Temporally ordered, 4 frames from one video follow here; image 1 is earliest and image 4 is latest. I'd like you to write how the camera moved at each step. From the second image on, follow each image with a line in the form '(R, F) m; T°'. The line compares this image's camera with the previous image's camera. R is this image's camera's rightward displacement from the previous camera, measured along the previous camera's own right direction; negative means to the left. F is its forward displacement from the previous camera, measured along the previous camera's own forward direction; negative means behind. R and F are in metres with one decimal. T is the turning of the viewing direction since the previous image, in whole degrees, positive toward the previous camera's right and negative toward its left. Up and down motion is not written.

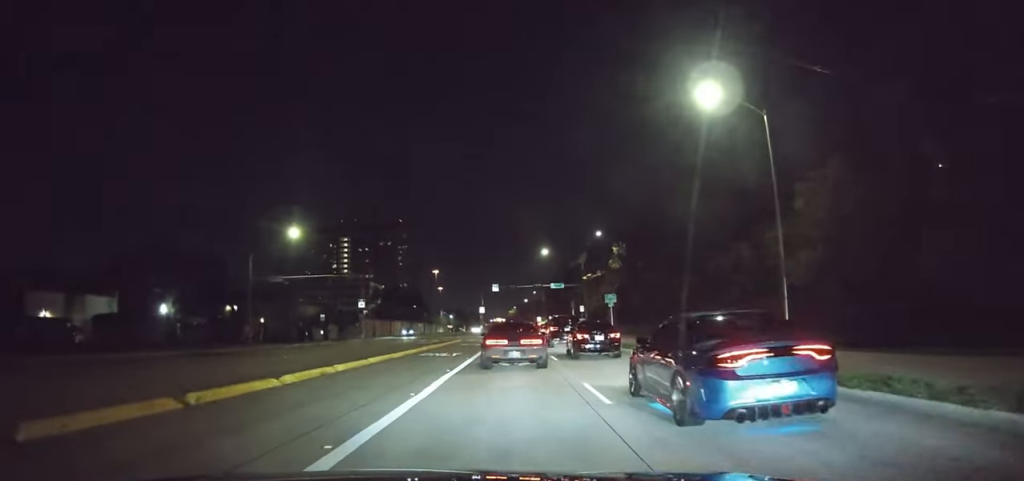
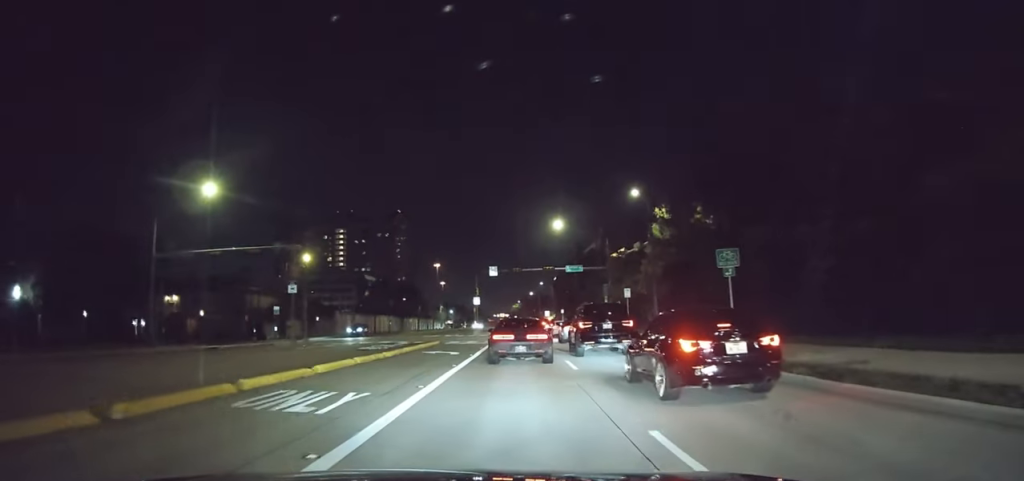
(-0.1, +16.9) m; 0°
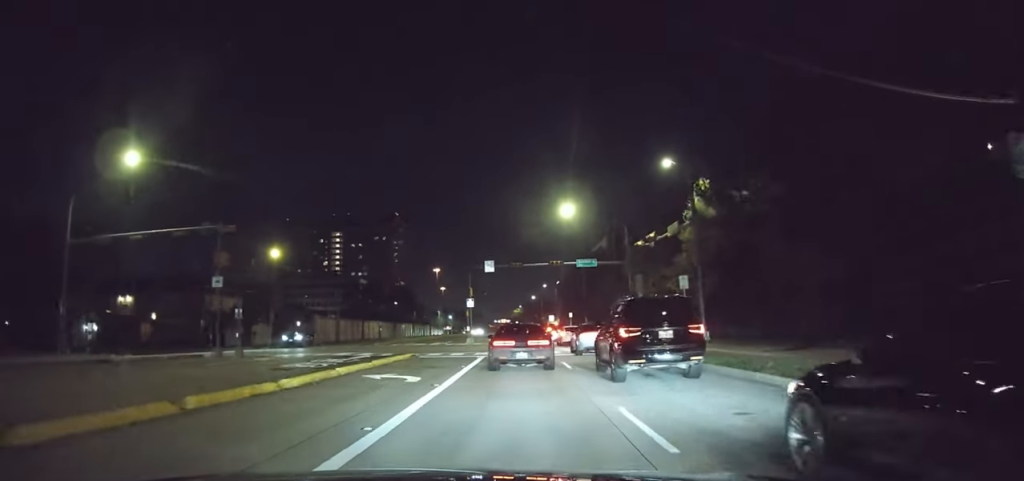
(0.0, +9.2) m; 0°
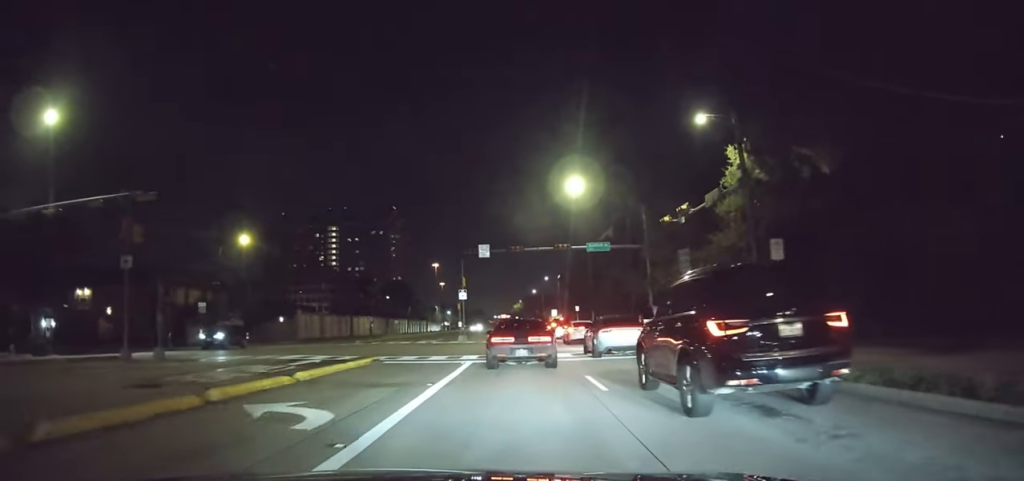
(0.0, +6.4) m; 0°
